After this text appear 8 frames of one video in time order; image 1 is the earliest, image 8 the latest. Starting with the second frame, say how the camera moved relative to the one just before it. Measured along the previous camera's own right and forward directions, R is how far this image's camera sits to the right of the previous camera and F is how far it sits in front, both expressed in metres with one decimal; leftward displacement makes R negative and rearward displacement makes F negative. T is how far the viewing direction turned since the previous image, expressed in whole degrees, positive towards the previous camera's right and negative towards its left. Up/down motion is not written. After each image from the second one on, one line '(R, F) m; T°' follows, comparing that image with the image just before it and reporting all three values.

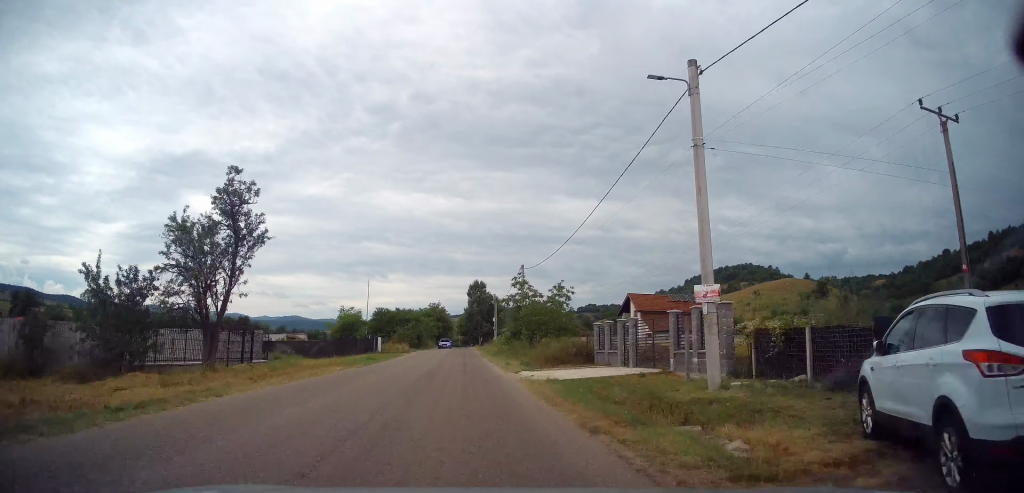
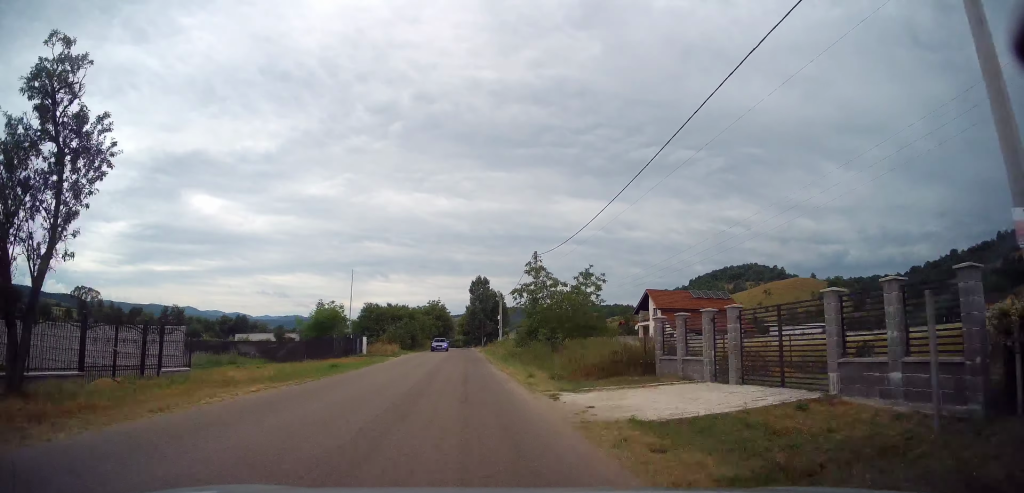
(-0.4, +8.3) m; 0°
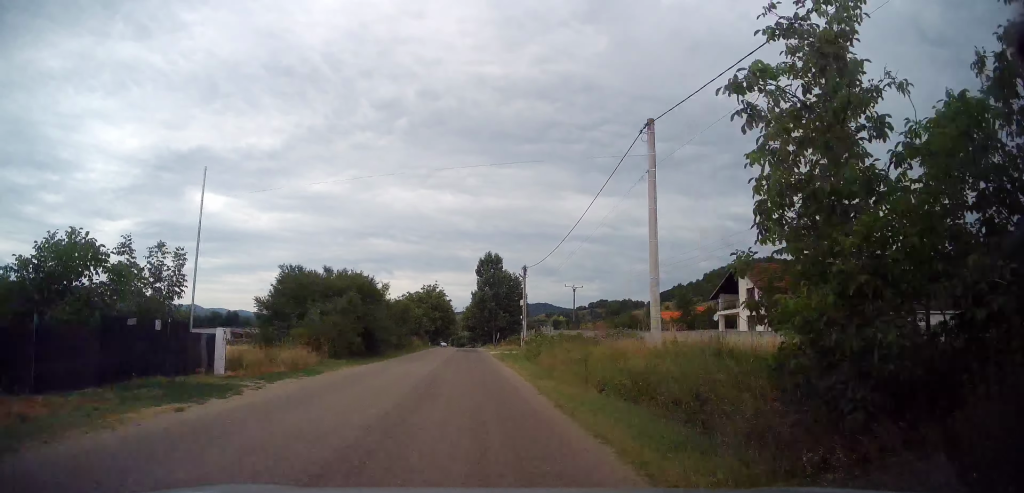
(0.0, +26.4) m; -1°
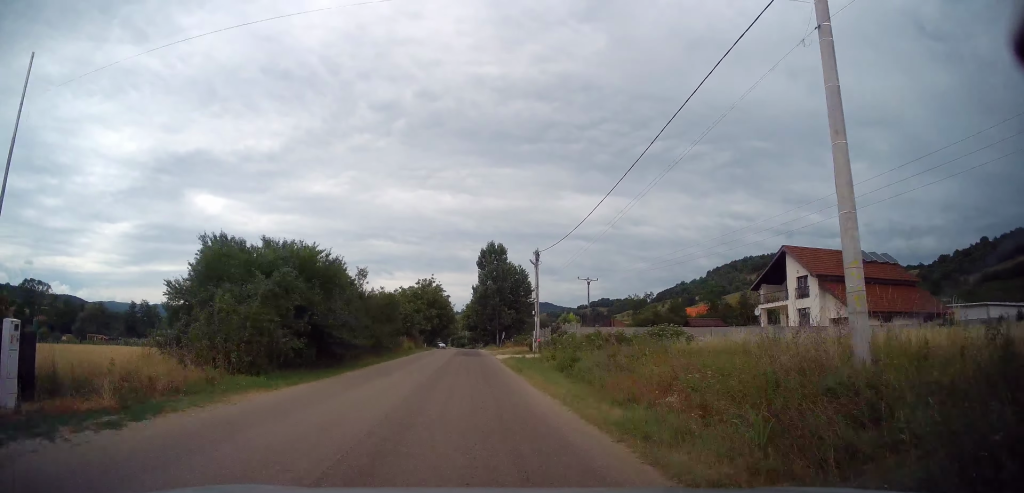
(-0.2, +9.1) m; 0°
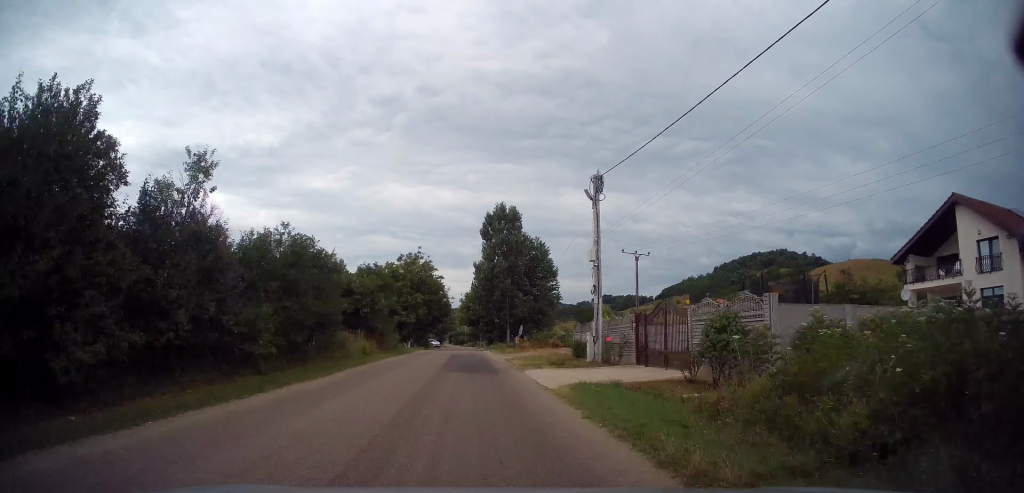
(0.0, +20.0) m; +1°
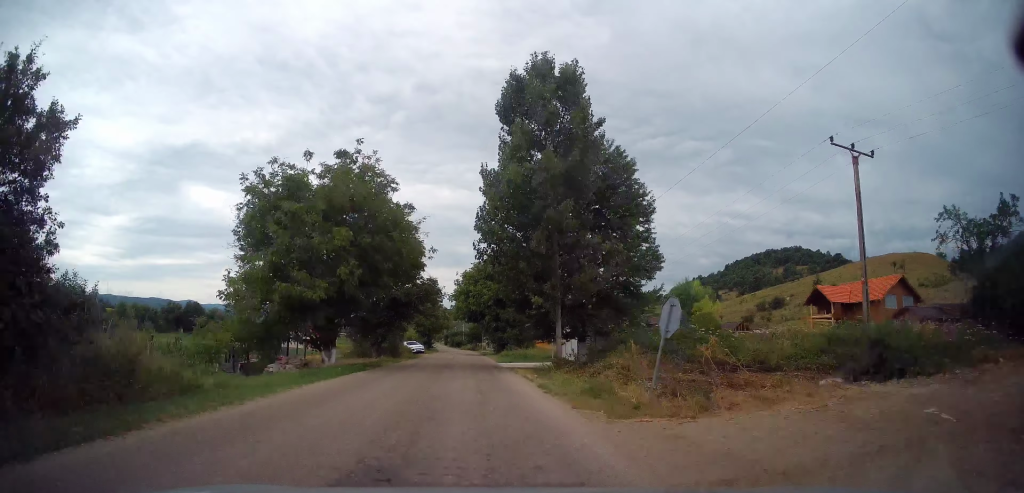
(+0.3, +29.2) m; -1°
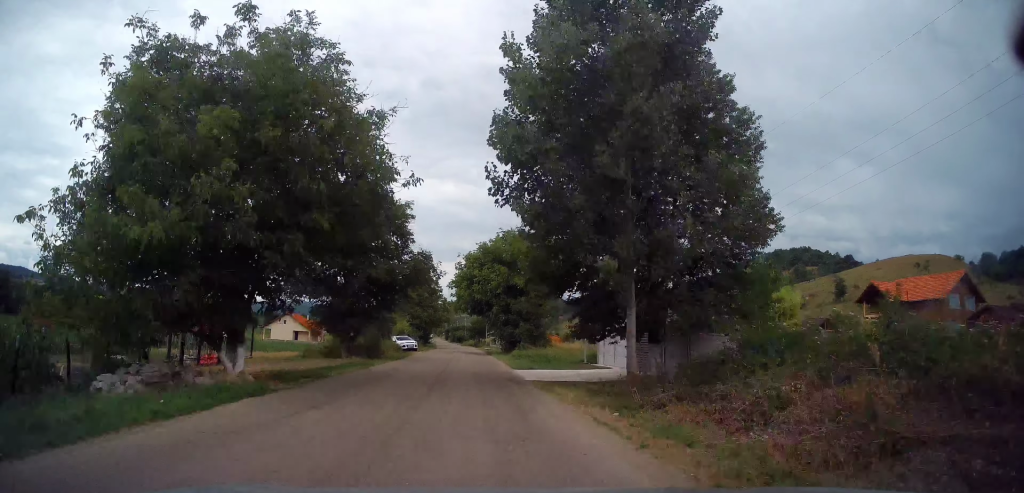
(-0.3, +9.3) m; 0°
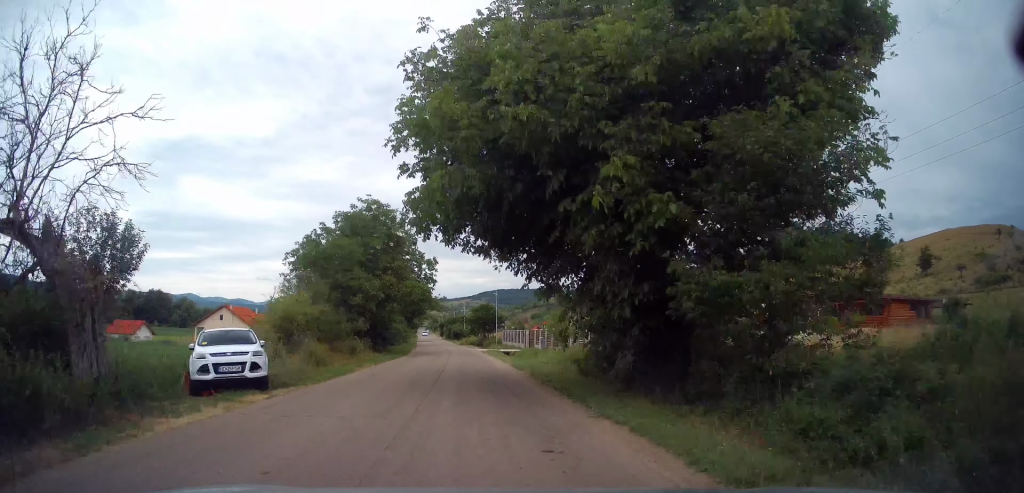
(+0.5, +28.8) m; +1°
